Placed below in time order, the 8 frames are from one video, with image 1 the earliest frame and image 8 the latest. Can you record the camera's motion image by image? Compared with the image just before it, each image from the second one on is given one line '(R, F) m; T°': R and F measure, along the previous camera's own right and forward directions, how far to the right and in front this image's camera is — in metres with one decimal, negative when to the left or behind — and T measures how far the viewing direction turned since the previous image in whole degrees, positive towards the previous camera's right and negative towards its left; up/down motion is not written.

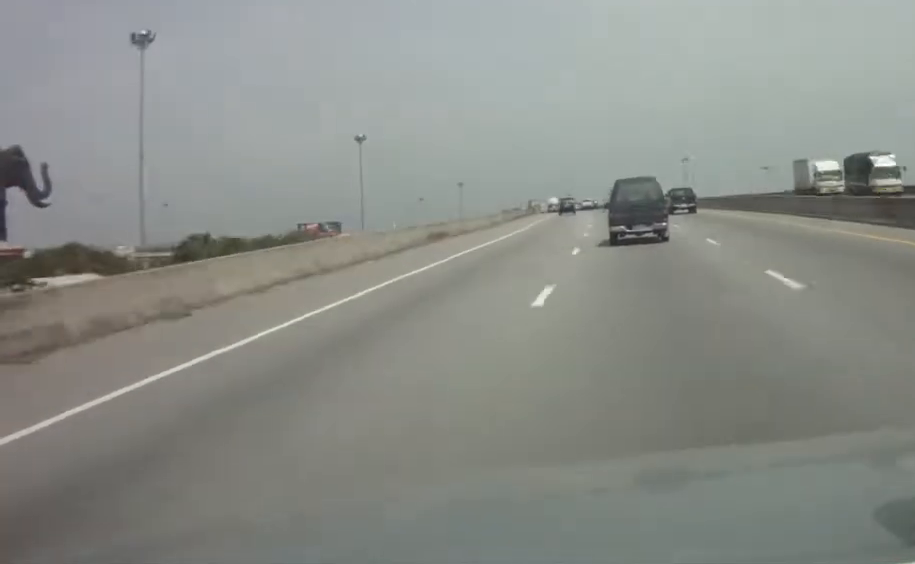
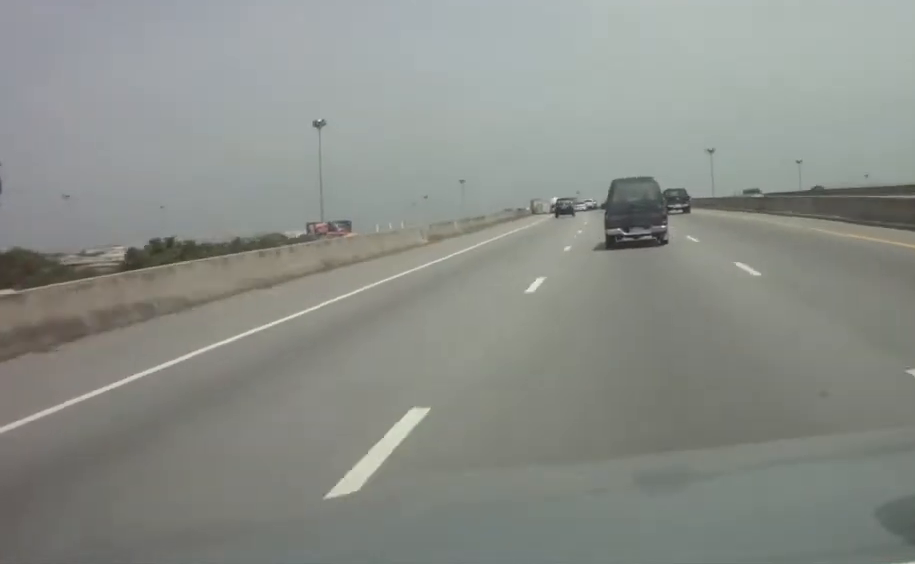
(+0.1, +33.1) m; -1°
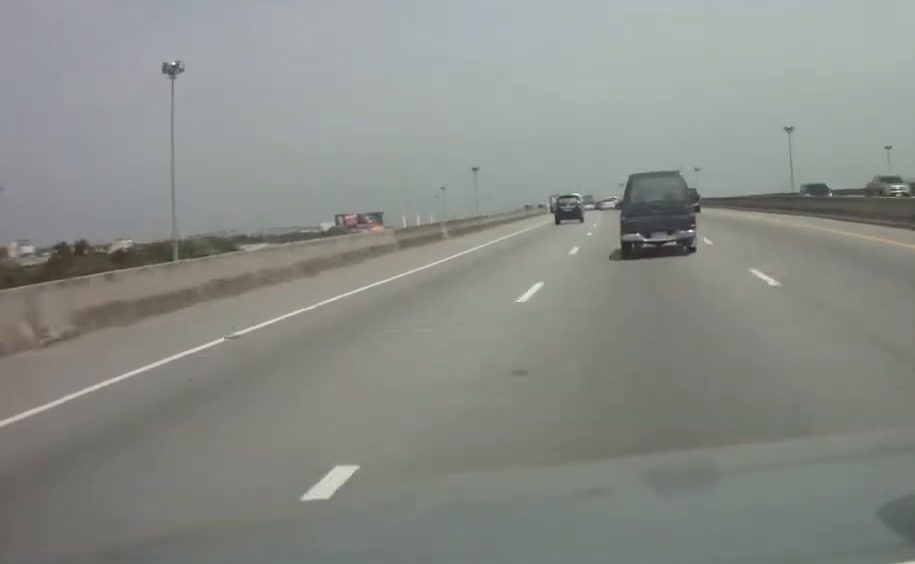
(-1.2, +61.5) m; -2°
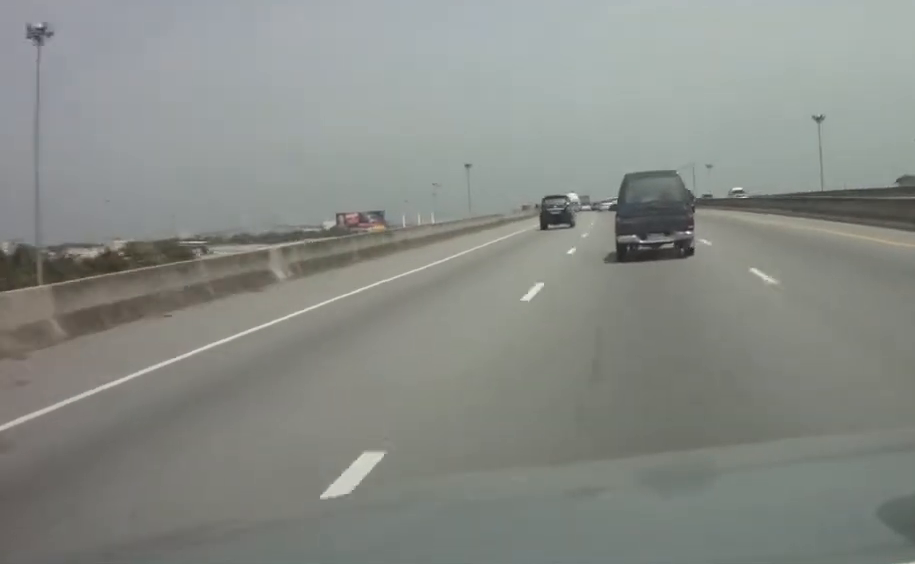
(-0.2, +23.7) m; -1°
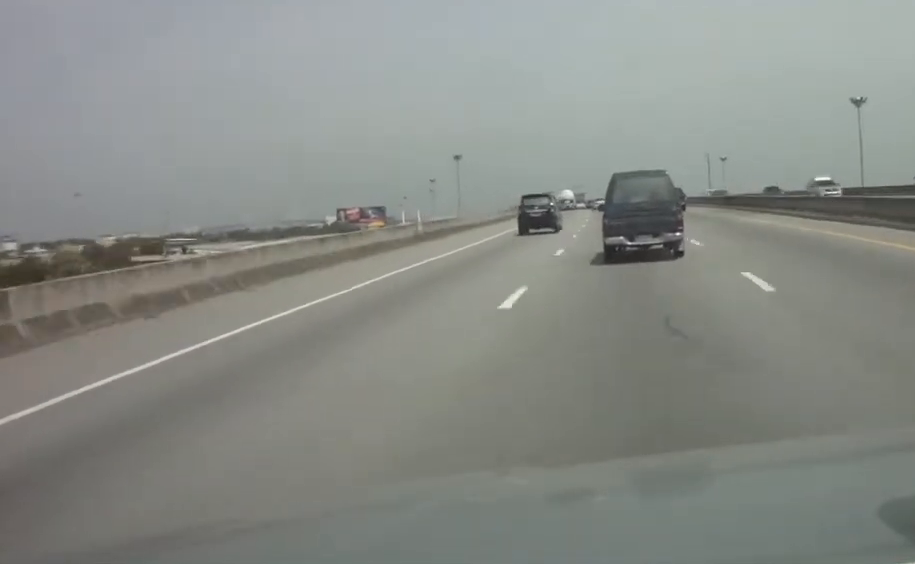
(+0.1, +25.7) m; -1°
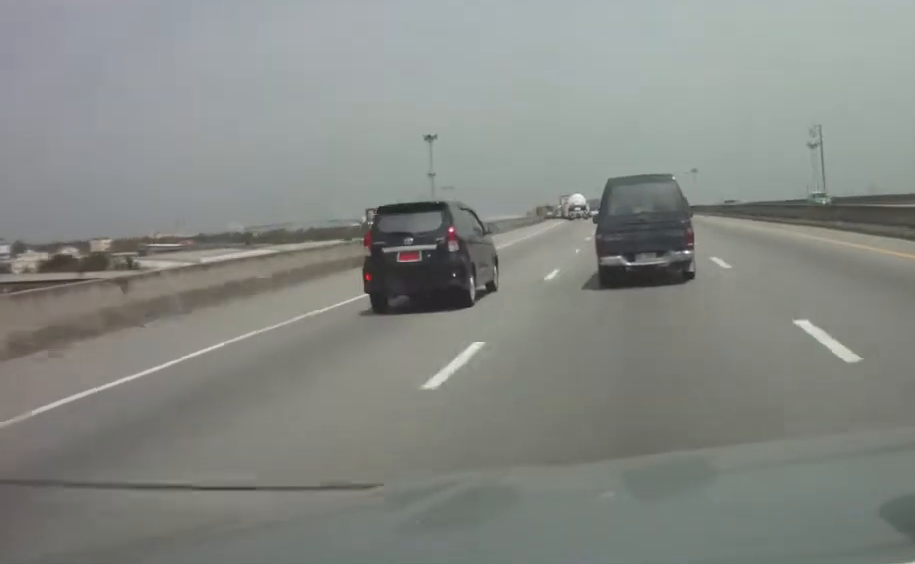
(-2.0, +77.5) m; -2°
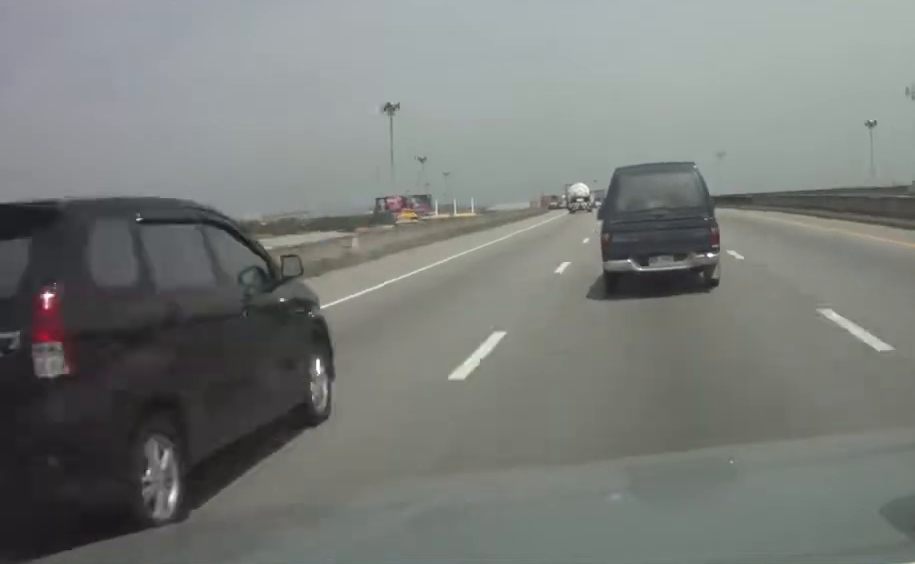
(-0.2, +35.8) m; -1°
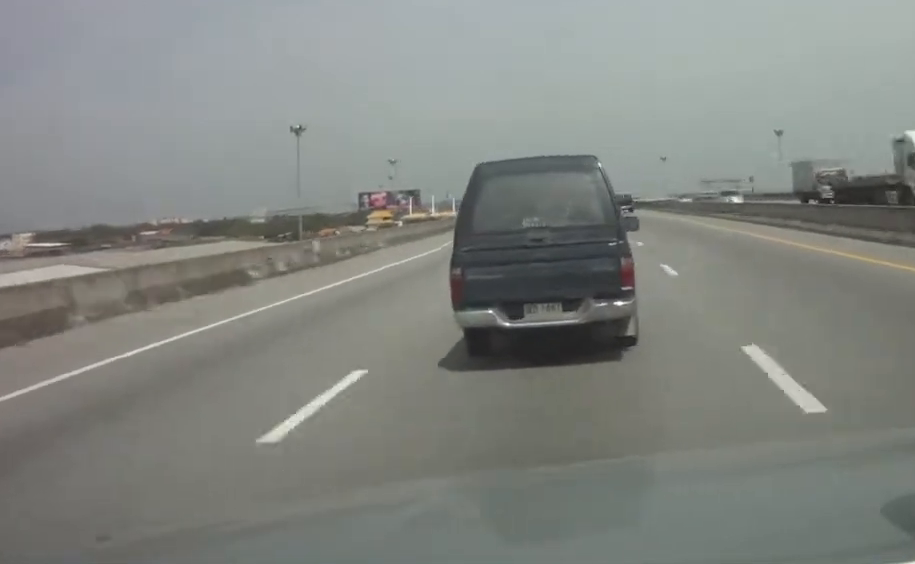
(-1.5, +101.1) m; -2°
